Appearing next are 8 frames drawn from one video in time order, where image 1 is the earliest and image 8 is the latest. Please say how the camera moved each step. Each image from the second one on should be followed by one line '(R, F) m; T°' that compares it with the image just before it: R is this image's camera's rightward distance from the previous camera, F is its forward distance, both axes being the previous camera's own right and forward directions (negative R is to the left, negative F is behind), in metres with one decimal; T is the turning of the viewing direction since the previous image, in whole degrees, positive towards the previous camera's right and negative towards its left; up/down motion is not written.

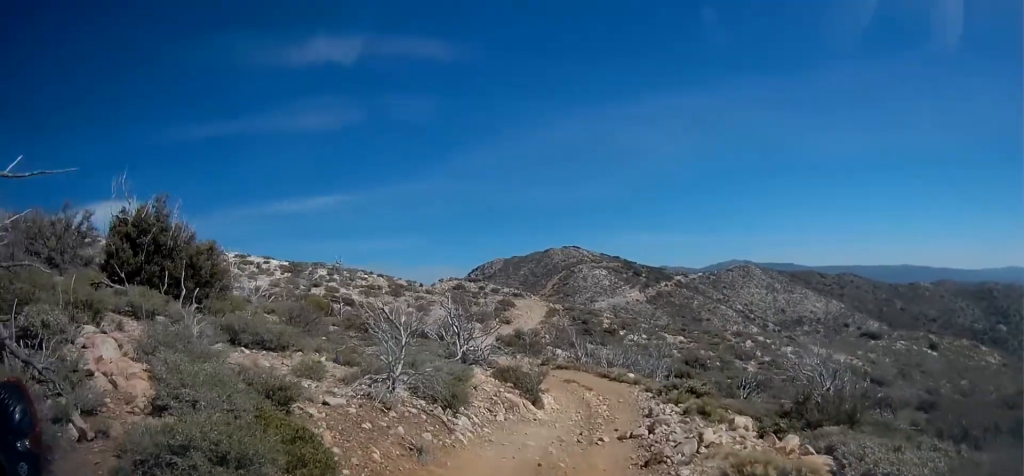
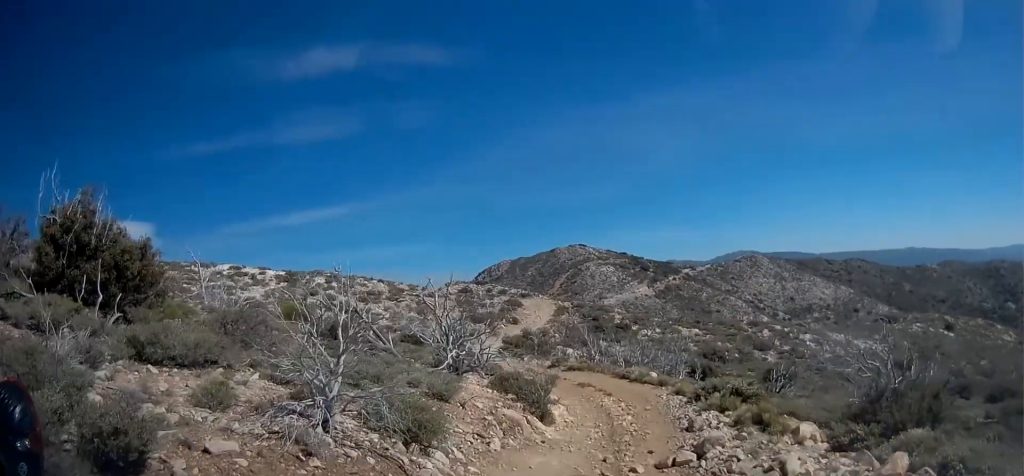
(+0.1, +2.8) m; -7°
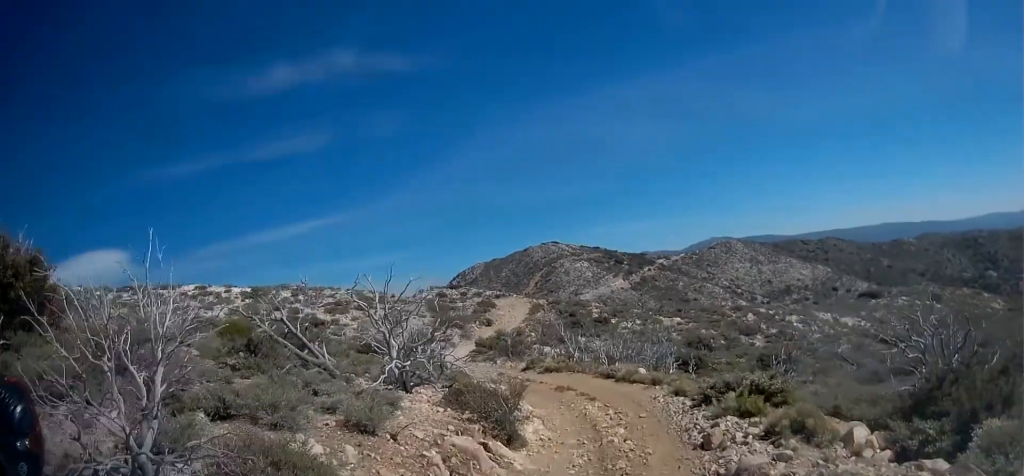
(-0.3, +2.5) m; -4°
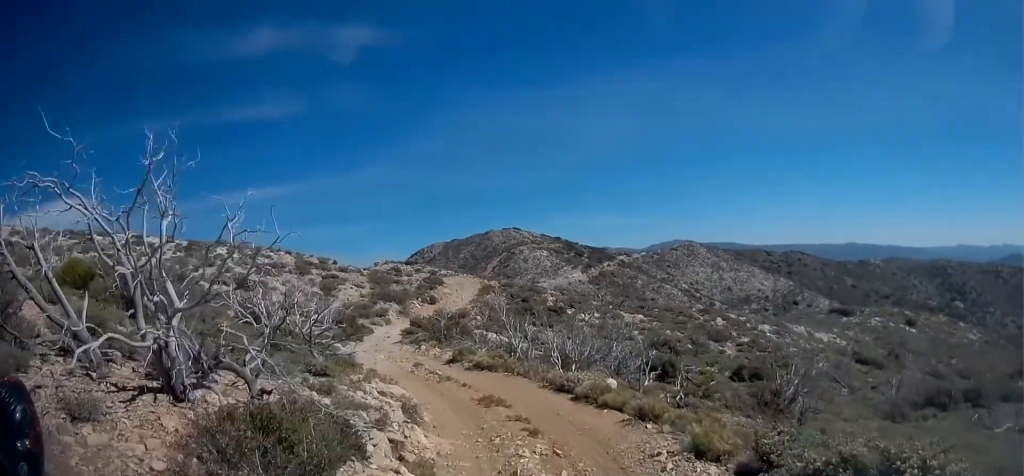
(+0.7, +6.2) m; +14°
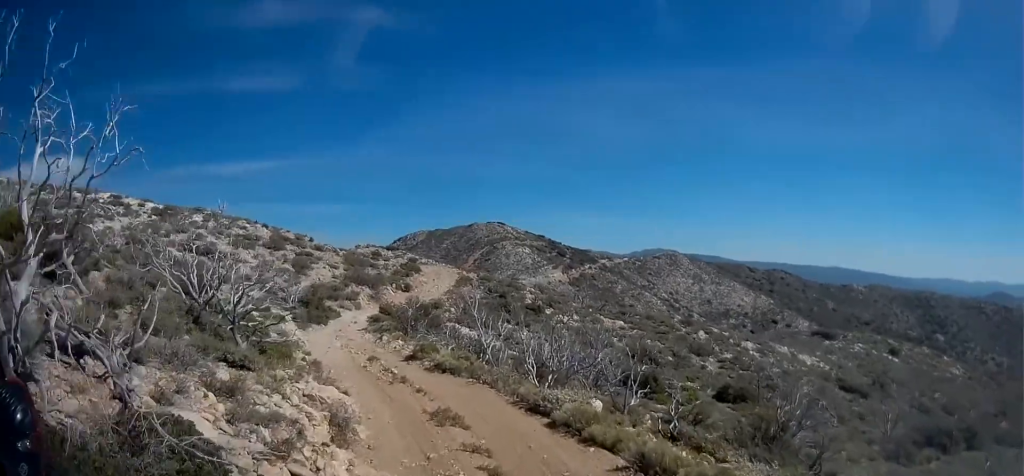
(0.0, +2.2) m; -4°
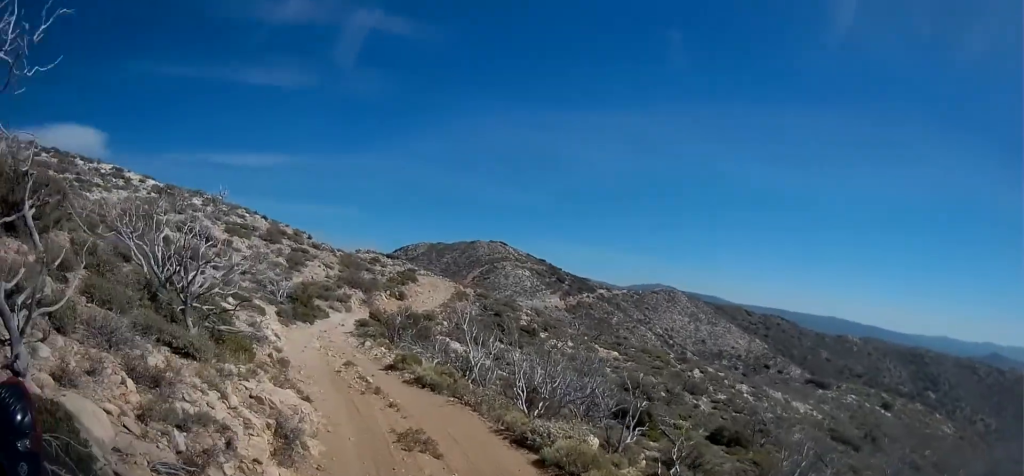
(+0.1, +1.4) m; -5°
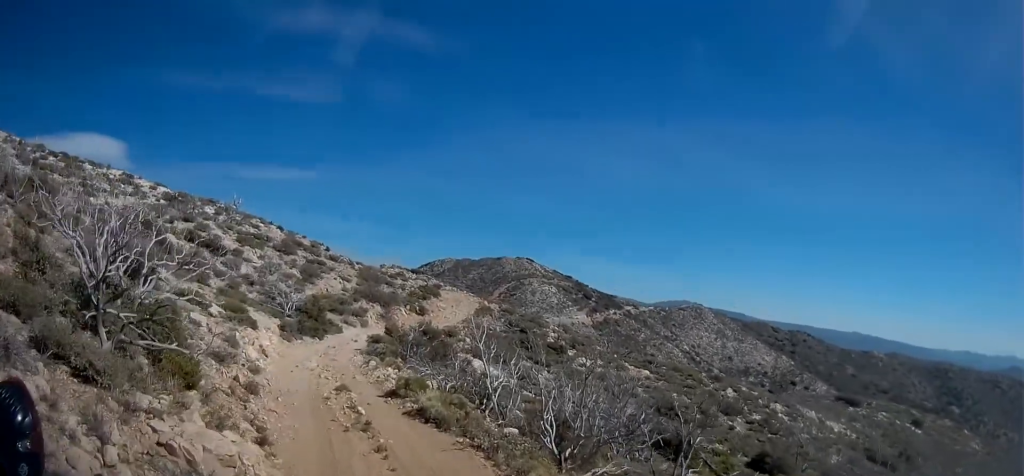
(-0.3, +2.3) m; -4°
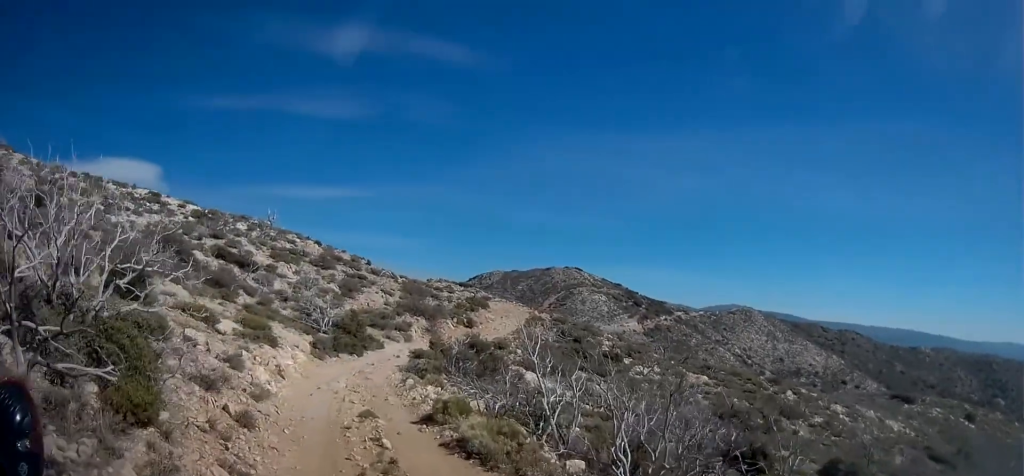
(-0.3, +1.9) m; -1°
